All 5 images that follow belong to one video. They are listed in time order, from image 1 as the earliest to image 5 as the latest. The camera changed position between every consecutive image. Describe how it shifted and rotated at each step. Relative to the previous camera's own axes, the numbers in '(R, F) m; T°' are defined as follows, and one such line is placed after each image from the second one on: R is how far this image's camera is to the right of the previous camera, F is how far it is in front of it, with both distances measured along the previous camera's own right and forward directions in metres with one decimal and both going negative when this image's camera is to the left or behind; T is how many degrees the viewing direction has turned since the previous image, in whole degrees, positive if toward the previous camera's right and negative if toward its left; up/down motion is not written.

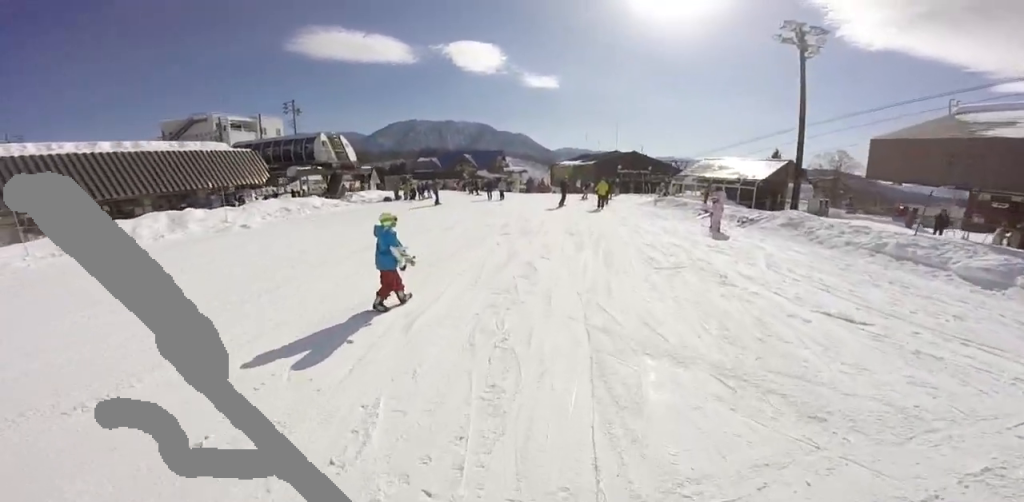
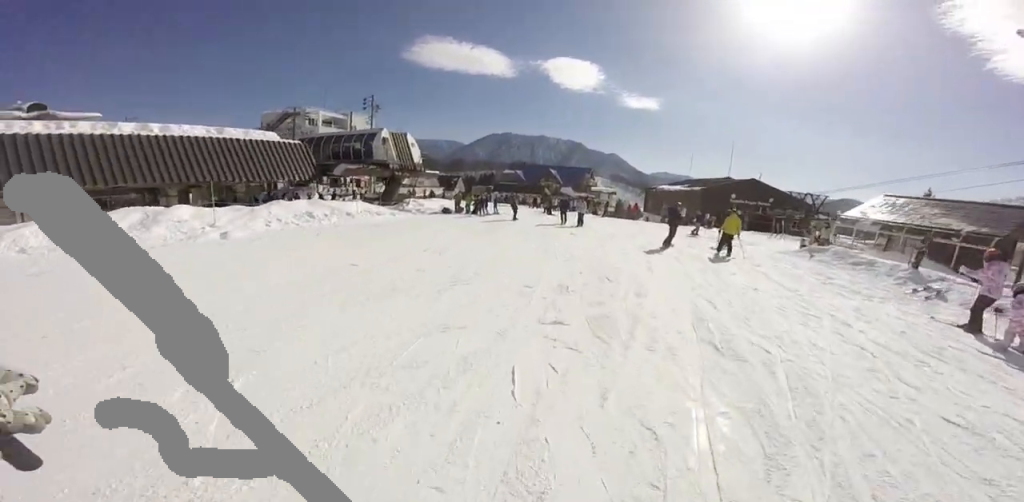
(-0.8, +5.3) m; -15°
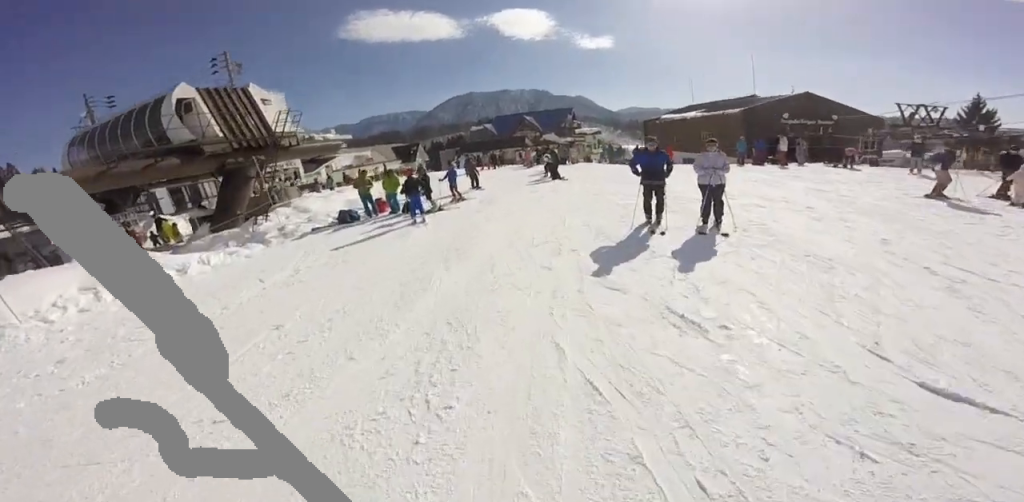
(-2.3, +10.8) m; -1°
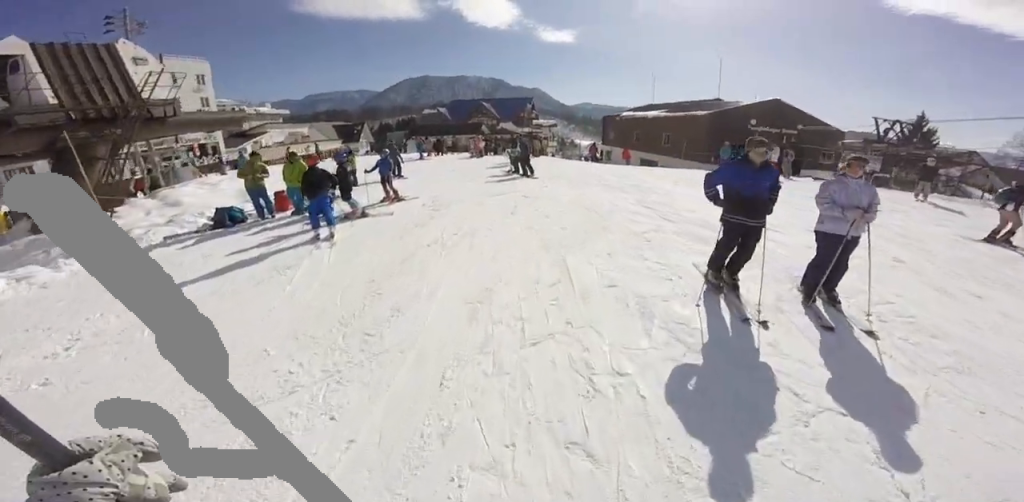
(+0.6, +2.6) m; 0°
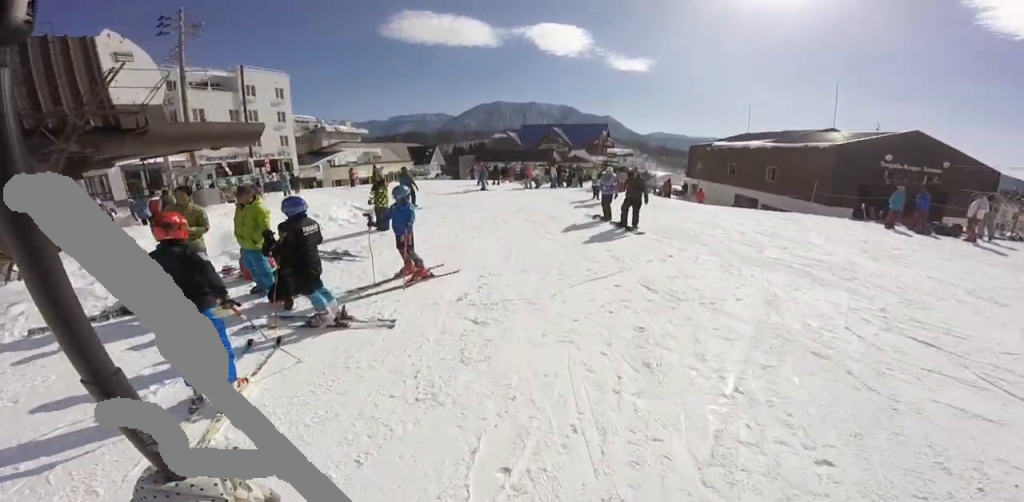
(-1.0, +3.3) m; -22°
